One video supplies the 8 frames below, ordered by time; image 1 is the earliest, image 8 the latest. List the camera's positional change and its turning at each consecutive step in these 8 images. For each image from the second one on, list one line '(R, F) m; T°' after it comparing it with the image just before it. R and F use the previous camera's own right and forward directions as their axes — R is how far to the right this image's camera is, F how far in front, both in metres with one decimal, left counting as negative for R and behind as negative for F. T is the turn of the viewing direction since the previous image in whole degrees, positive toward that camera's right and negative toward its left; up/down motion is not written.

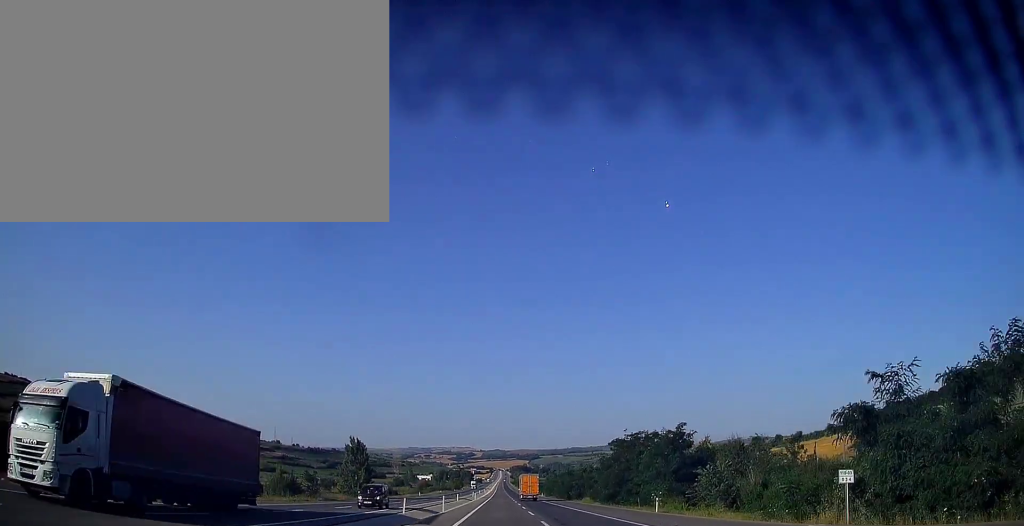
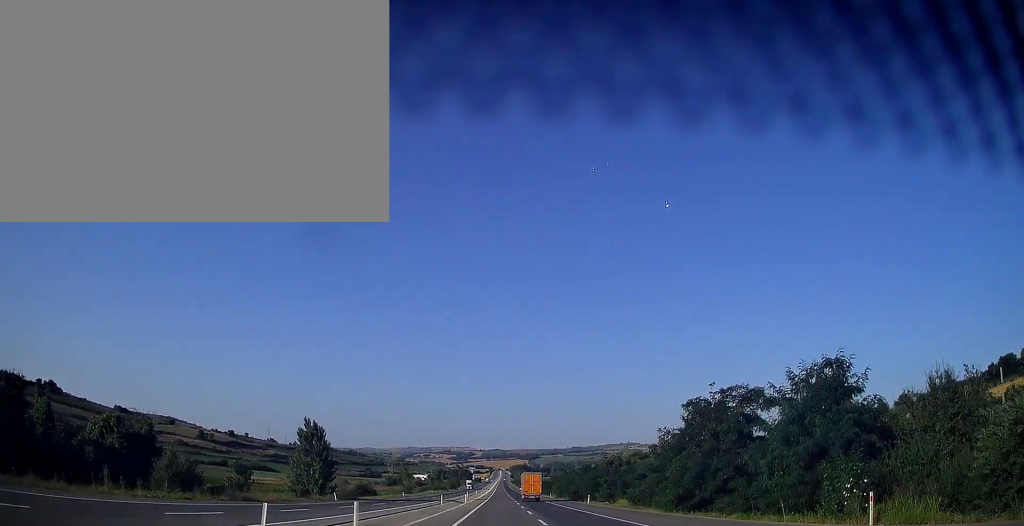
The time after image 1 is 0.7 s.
(0.0, +22.7) m; 0°
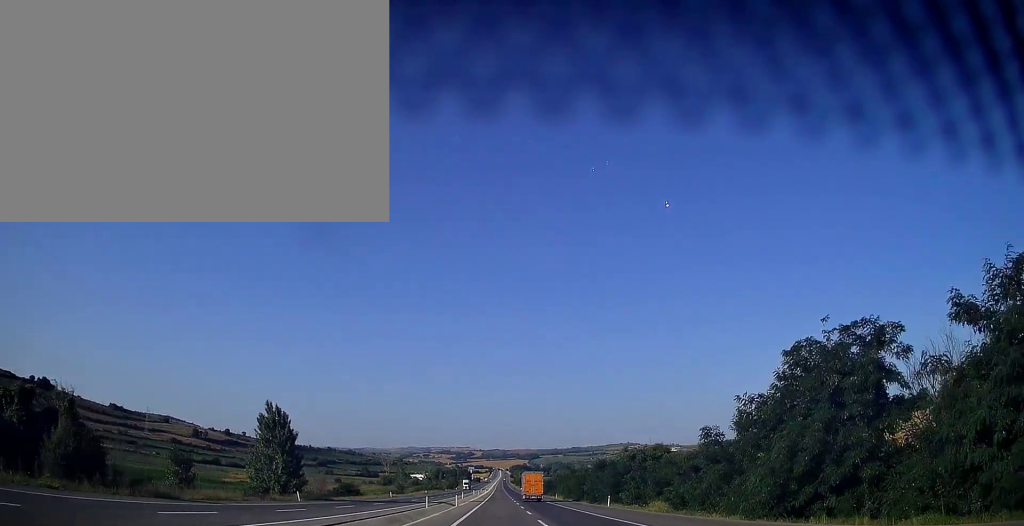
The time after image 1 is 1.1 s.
(0.0, +12.4) m; 0°
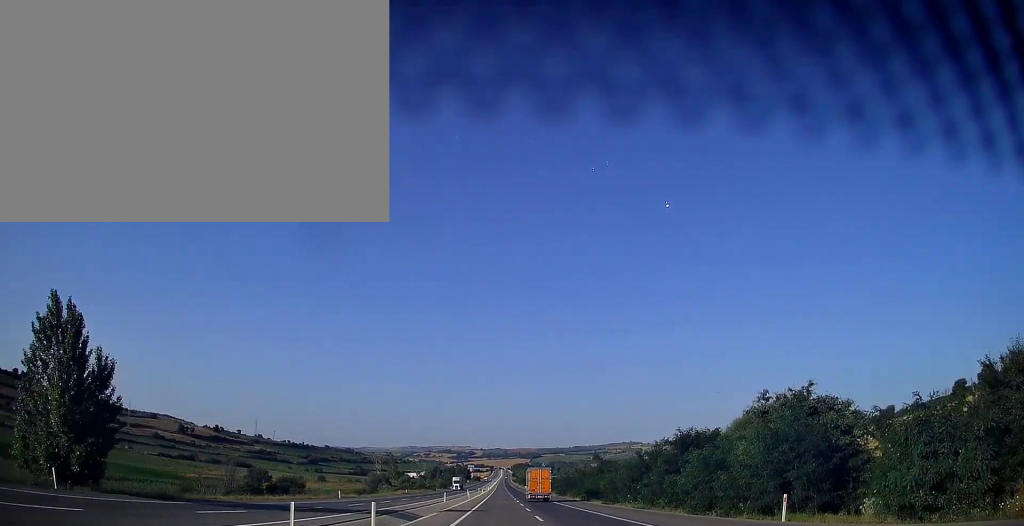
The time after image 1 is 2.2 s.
(0.0, +33.1) m; 0°
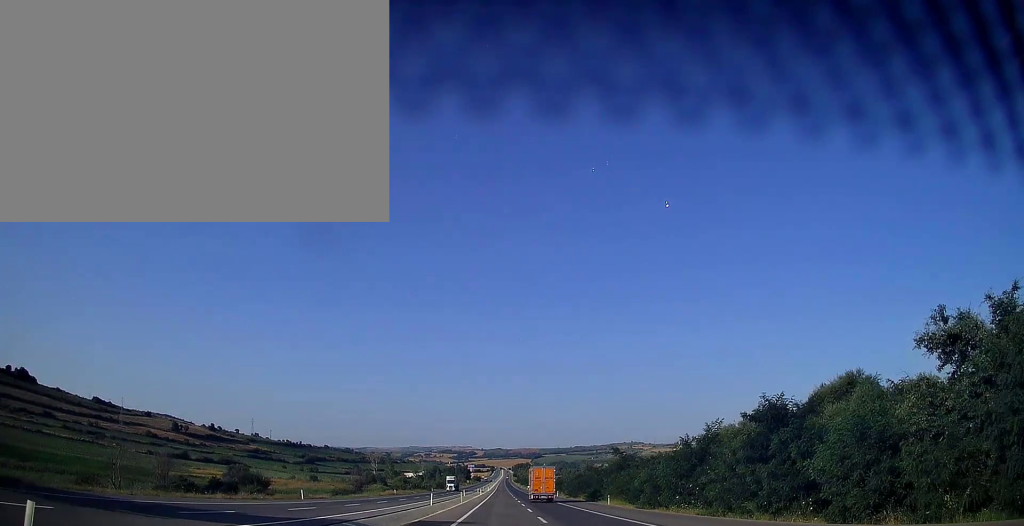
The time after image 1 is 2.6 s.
(0.0, +13.5) m; 0°
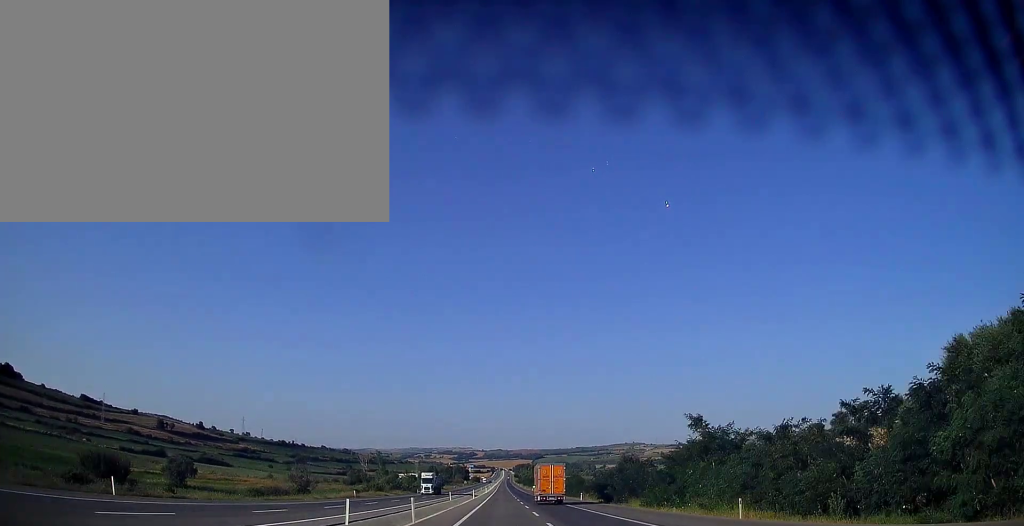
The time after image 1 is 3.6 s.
(+0.1, +29.2) m; 0°
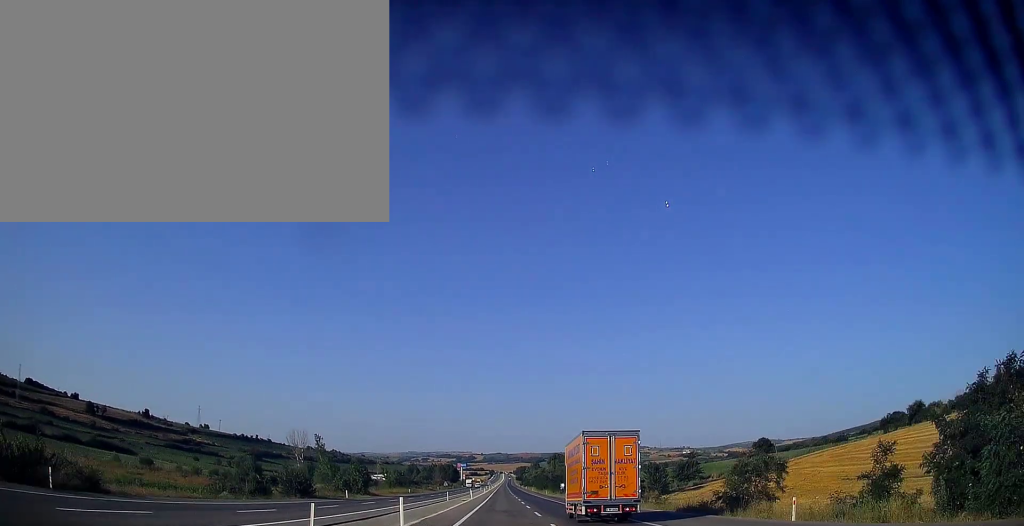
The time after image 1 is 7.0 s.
(-0.5, +109.4) m; 0°
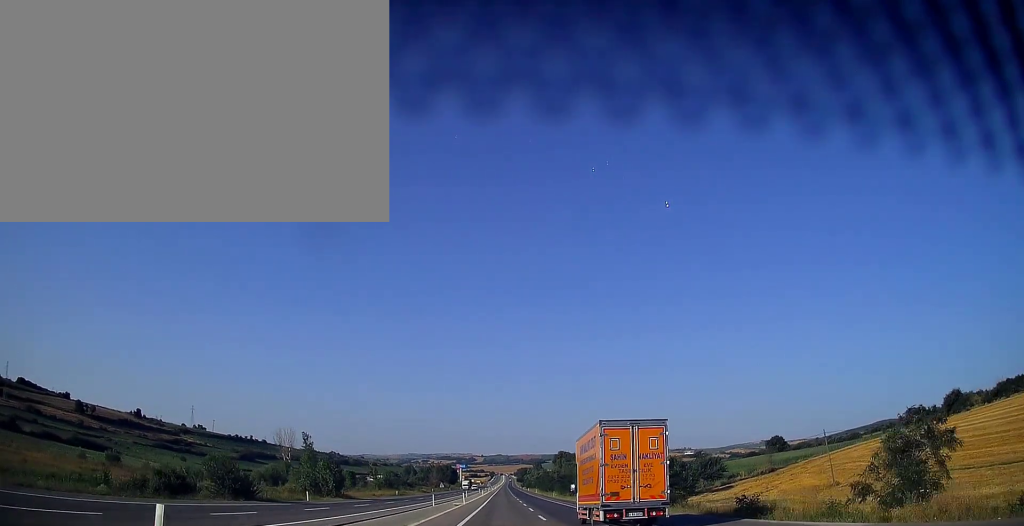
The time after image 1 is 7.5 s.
(0.0, +14.8) m; 0°
